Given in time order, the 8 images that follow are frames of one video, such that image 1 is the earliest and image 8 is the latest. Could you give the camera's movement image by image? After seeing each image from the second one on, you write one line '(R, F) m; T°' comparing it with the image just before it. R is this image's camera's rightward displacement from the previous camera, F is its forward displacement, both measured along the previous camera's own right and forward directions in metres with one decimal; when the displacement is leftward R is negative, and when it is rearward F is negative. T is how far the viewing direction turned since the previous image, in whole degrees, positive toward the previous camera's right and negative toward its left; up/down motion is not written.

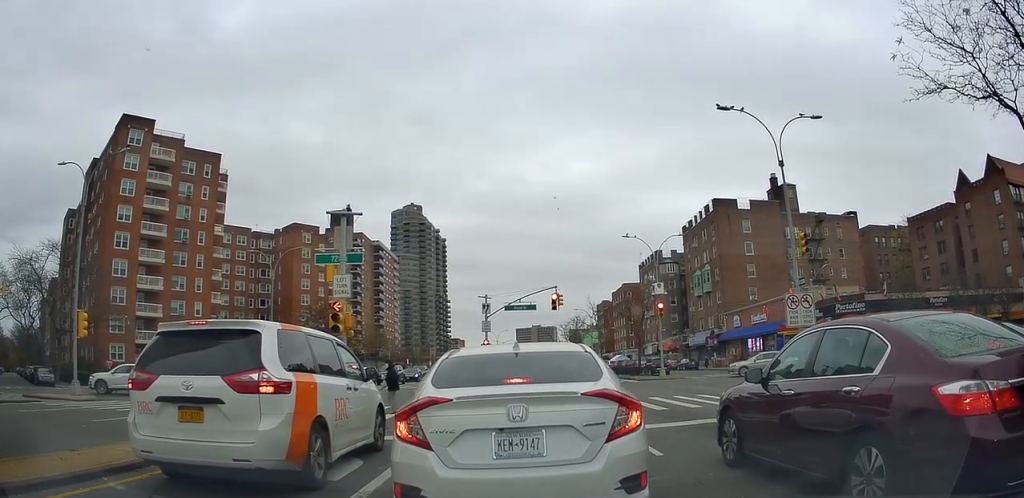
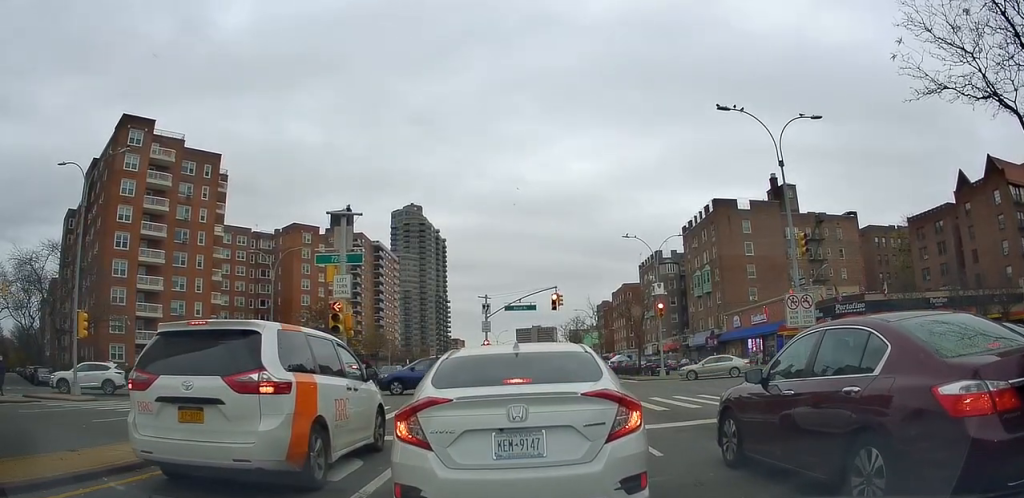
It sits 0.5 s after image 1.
(0.0, 0.0) m; 0°
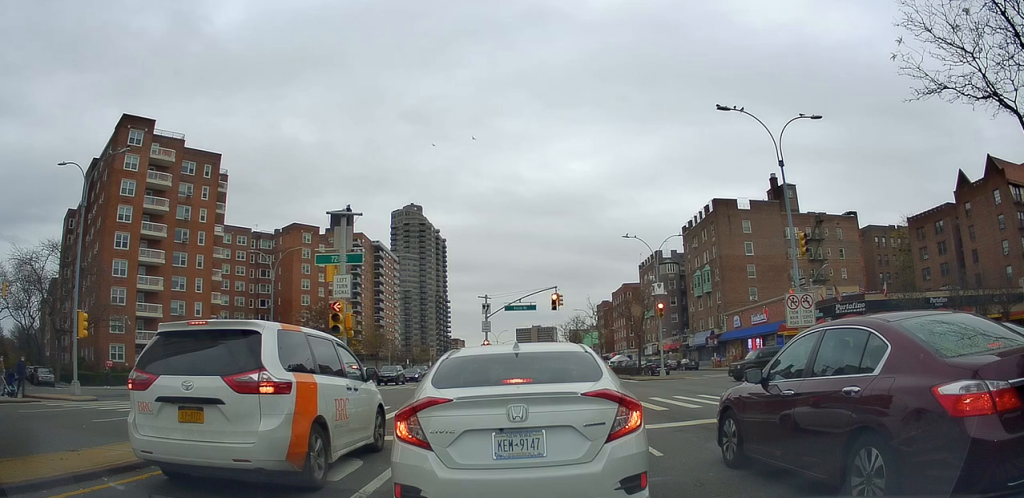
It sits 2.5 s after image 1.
(-0.1, +0.2) m; 0°
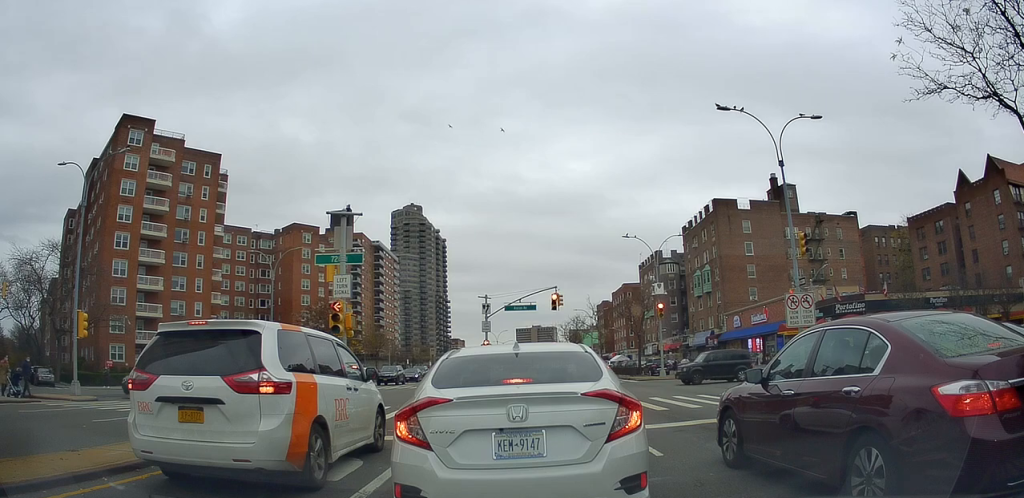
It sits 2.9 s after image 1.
(0.0, 0.0) m; 0°
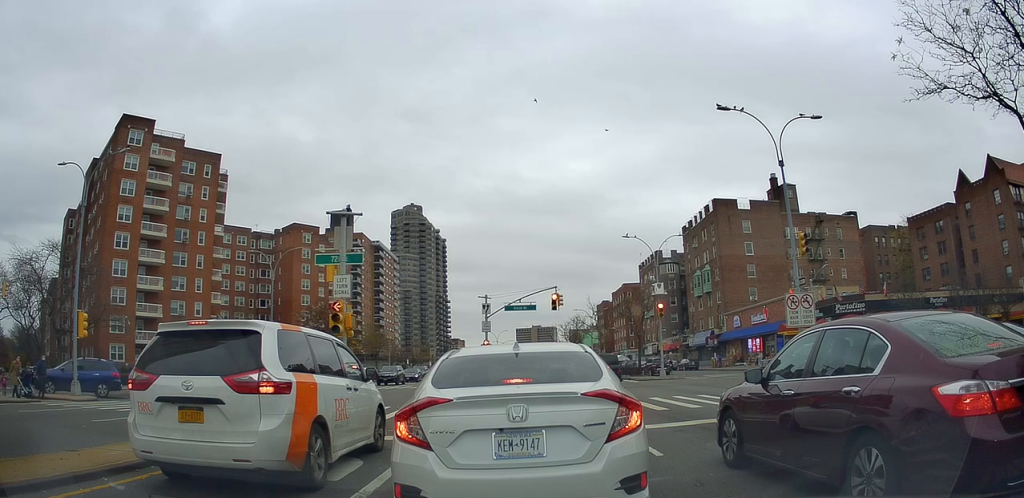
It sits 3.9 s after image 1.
(0.0, 0.0) m; 0°
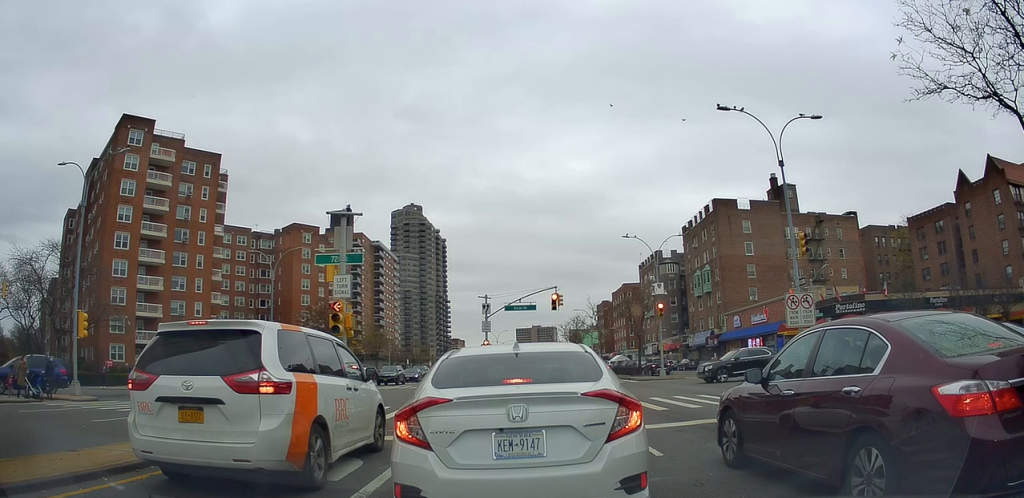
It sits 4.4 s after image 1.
(0.0, 0.0) m; 0°
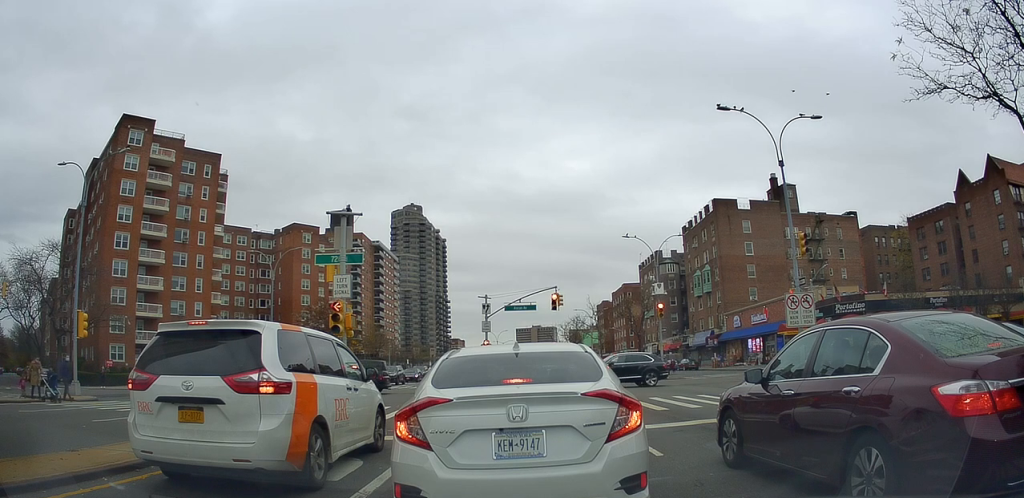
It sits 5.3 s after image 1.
(0.0, 0.0) m; 0°
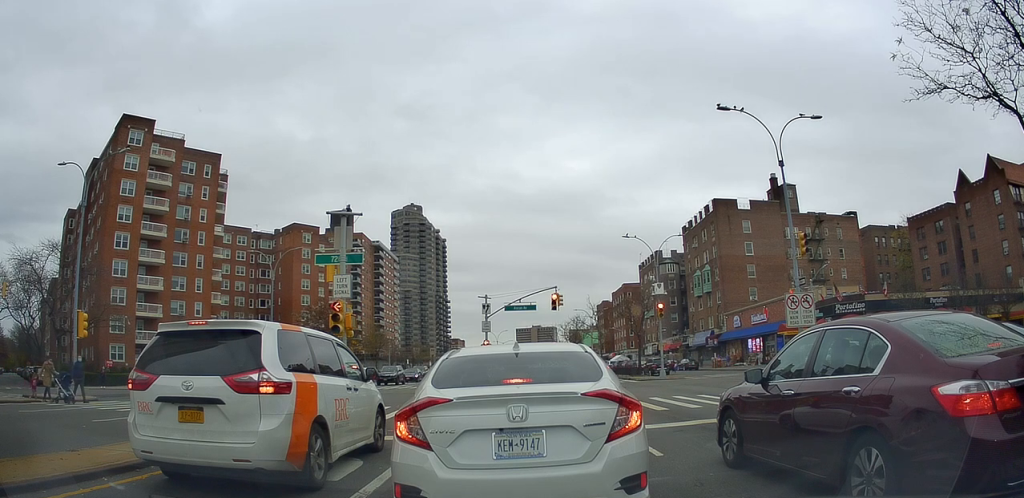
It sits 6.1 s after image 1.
(0.0, 0.0) m; 0°
